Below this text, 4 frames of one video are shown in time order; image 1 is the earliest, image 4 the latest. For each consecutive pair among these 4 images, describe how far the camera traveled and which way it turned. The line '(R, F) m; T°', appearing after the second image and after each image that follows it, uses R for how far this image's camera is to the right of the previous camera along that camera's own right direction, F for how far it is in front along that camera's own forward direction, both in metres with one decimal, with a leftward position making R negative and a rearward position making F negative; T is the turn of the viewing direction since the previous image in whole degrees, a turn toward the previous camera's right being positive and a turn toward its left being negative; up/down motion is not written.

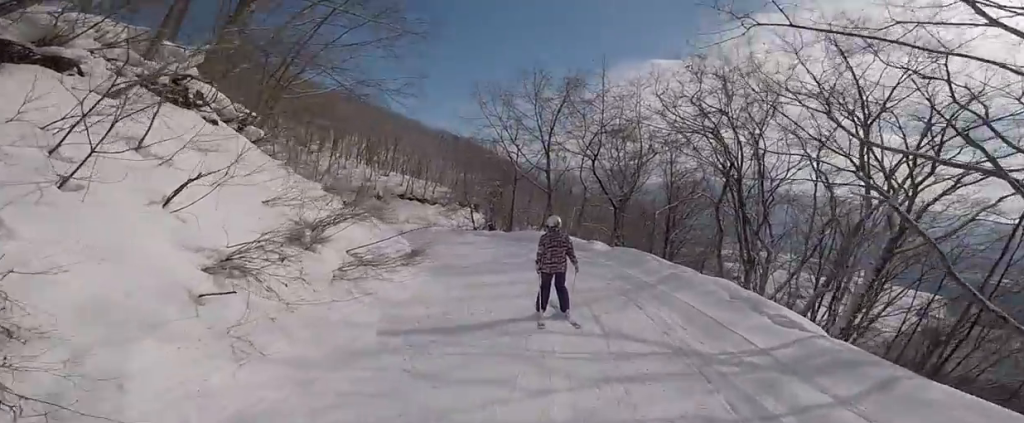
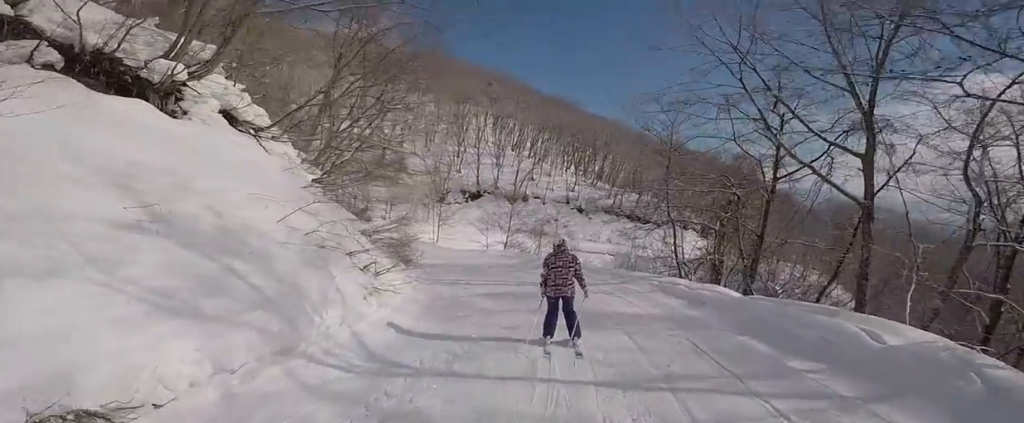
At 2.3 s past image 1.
(-1.2, +13.1) m; -7°
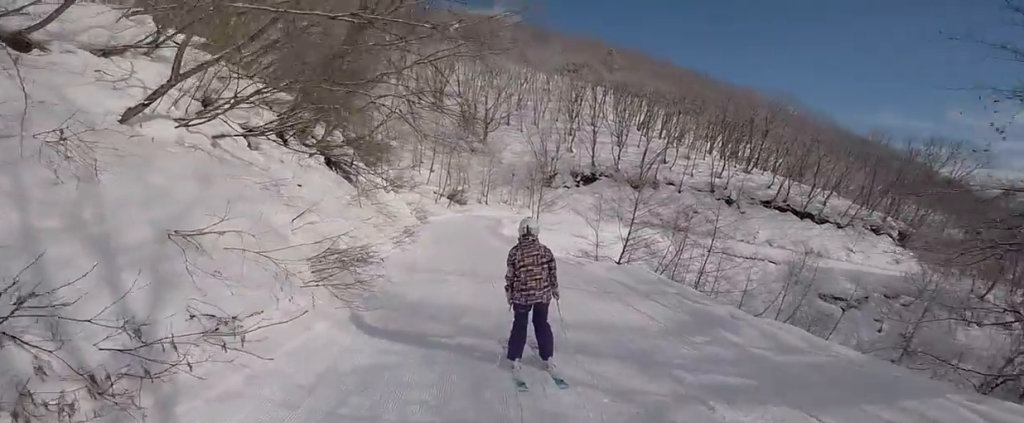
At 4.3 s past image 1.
(-1.9, +11.2) m; -36°
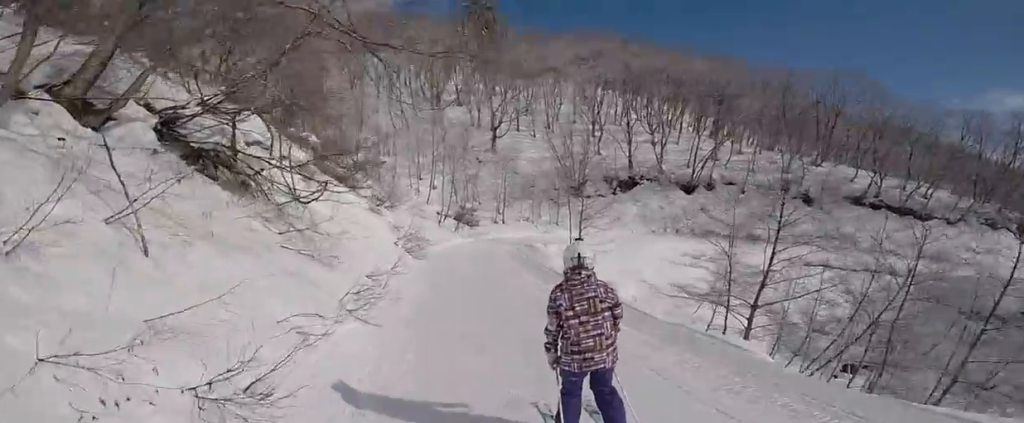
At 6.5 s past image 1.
(-3.0, +12.0) m; -16°
